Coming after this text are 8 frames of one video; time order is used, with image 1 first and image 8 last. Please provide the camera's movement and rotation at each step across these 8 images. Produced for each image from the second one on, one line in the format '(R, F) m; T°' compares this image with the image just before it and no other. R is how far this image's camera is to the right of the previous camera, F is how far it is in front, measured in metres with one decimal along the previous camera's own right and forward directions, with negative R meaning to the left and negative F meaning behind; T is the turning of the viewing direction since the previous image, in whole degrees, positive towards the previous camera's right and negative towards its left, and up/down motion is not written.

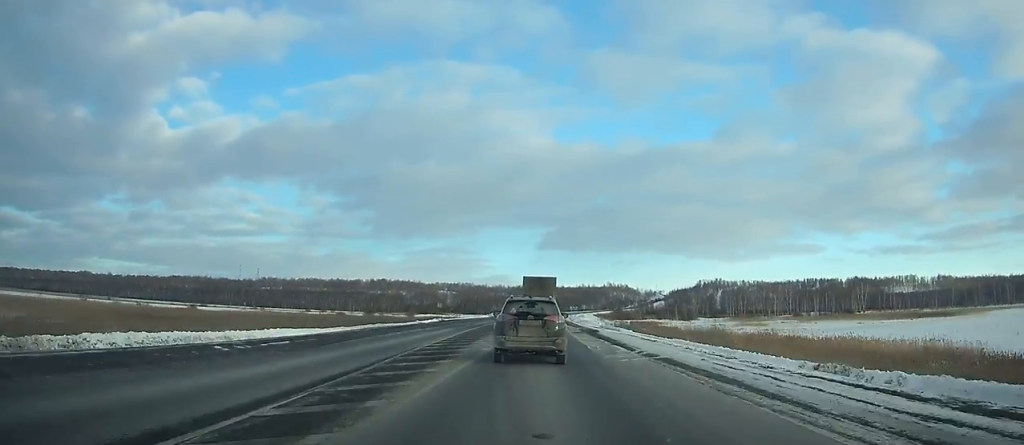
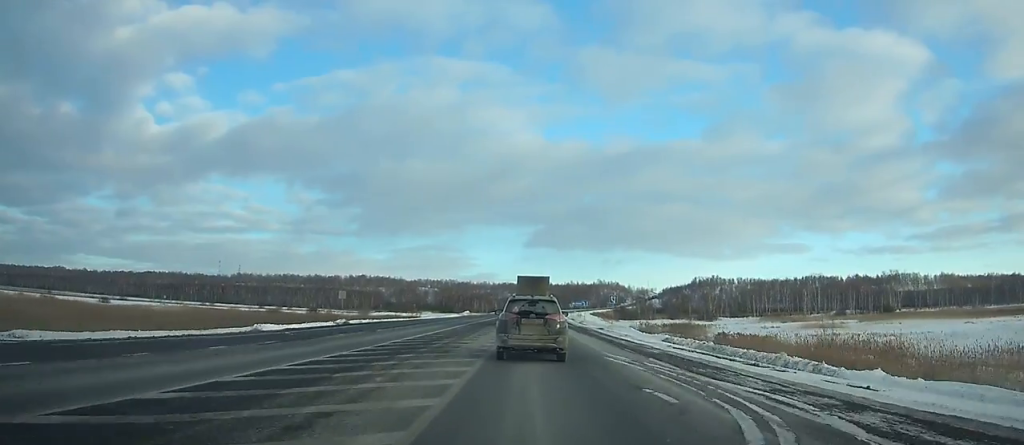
(+0.4, +47.8) m; +1°
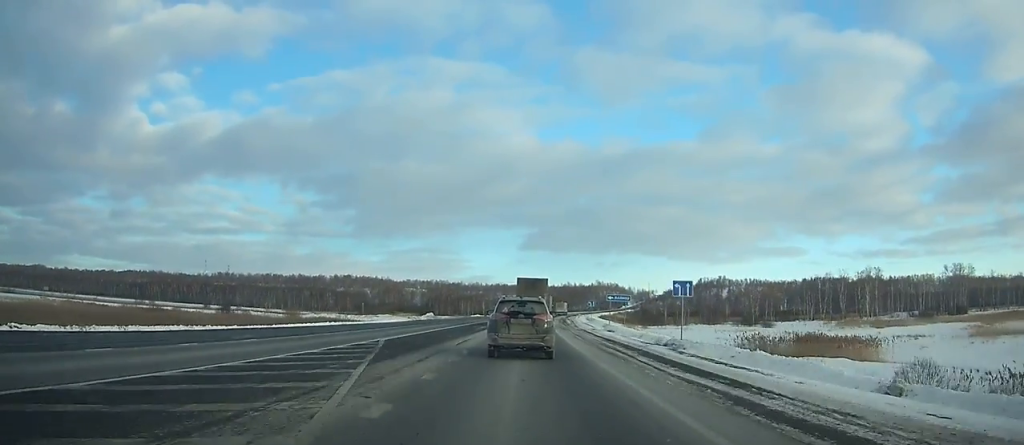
(+0.5, +52.1) m; +1°
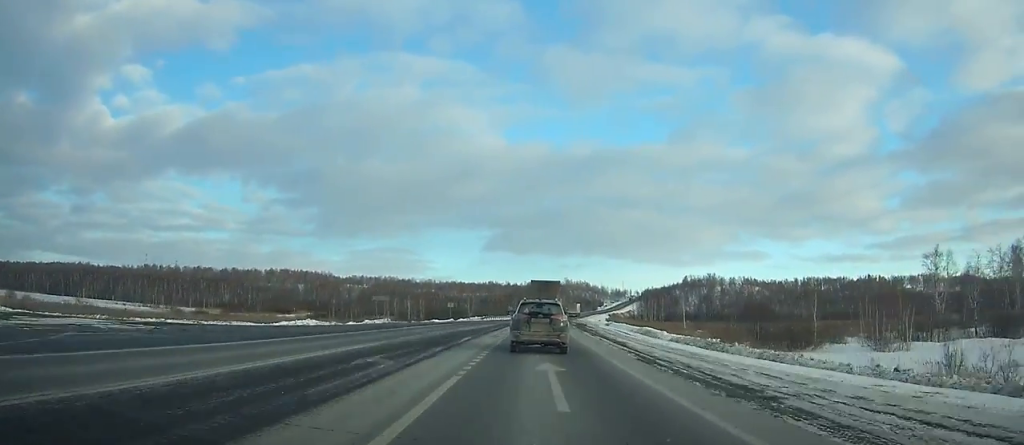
(+2.5, +106.9) m; +3°
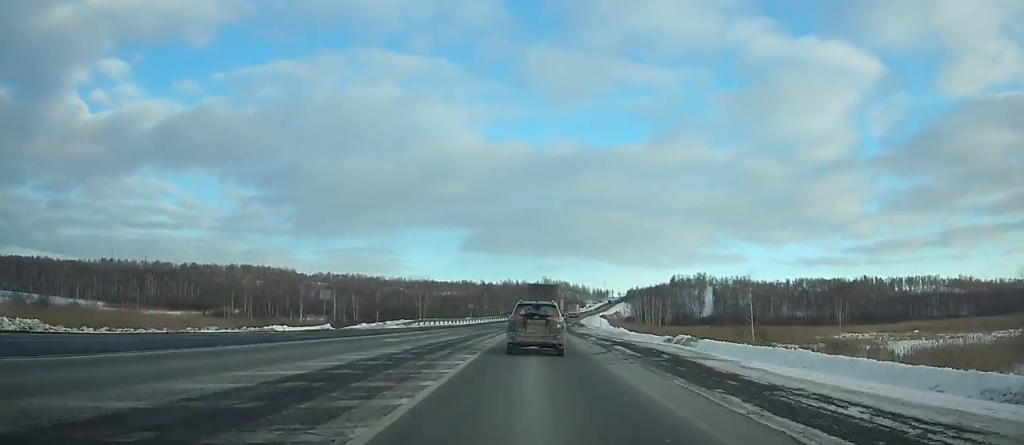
(+1.0, +48.4) m; +2°
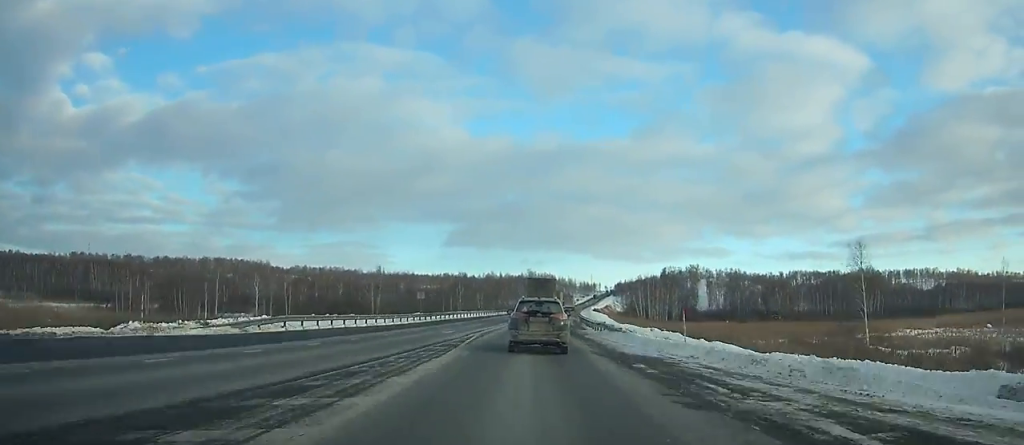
(+0.1, +30.9) m; +1°
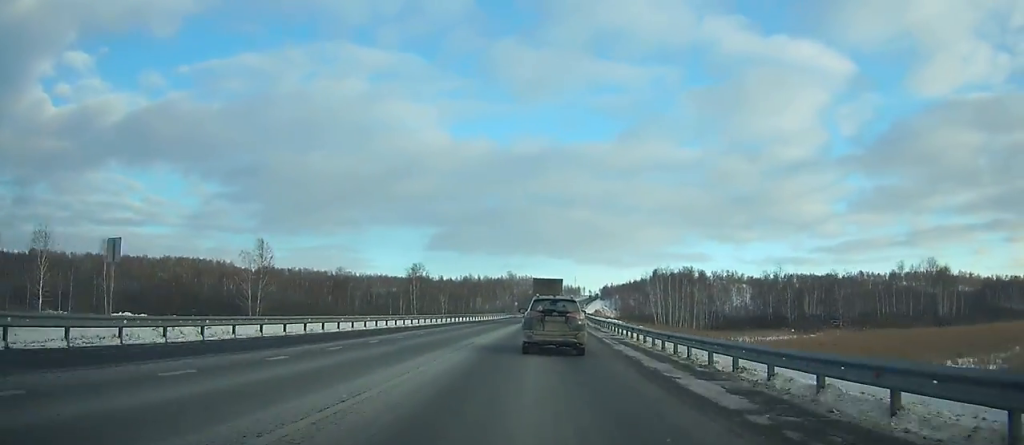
(+0.7, +44.2) m; +2°
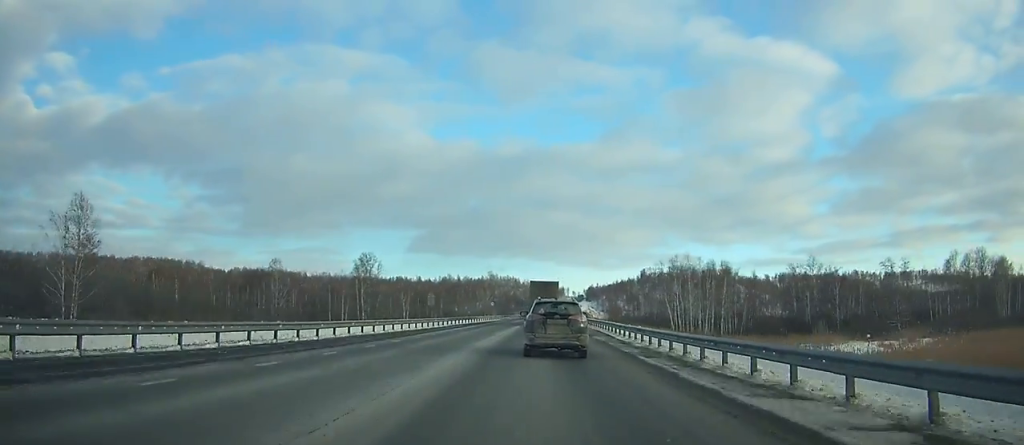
(+0.4, +28.8) m; +1°
